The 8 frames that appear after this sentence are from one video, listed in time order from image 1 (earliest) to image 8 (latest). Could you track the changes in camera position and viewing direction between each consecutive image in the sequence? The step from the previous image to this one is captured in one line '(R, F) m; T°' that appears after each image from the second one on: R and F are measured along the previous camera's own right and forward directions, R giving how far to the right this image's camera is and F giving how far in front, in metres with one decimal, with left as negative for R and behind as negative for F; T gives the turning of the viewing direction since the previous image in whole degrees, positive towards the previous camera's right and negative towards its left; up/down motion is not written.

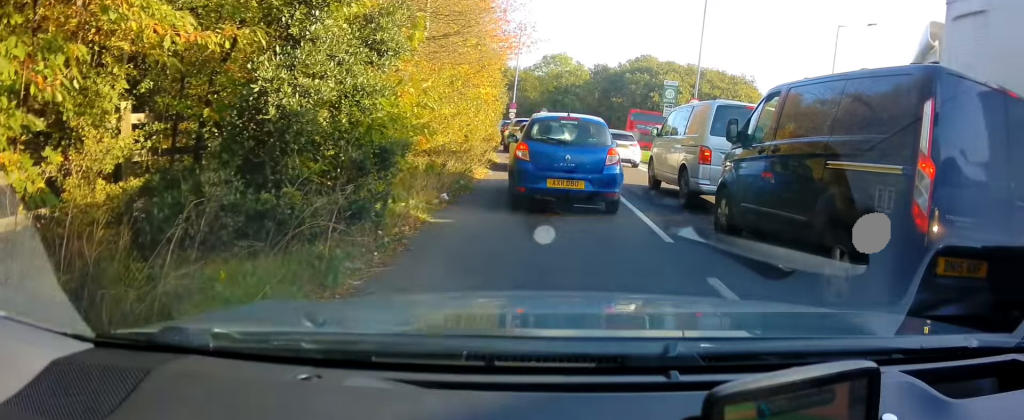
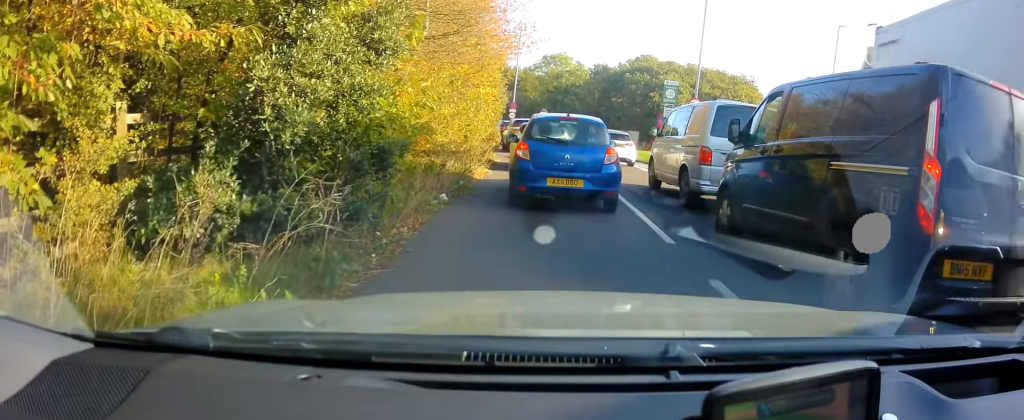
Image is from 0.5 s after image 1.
(0.0, 0.0) m; 0°
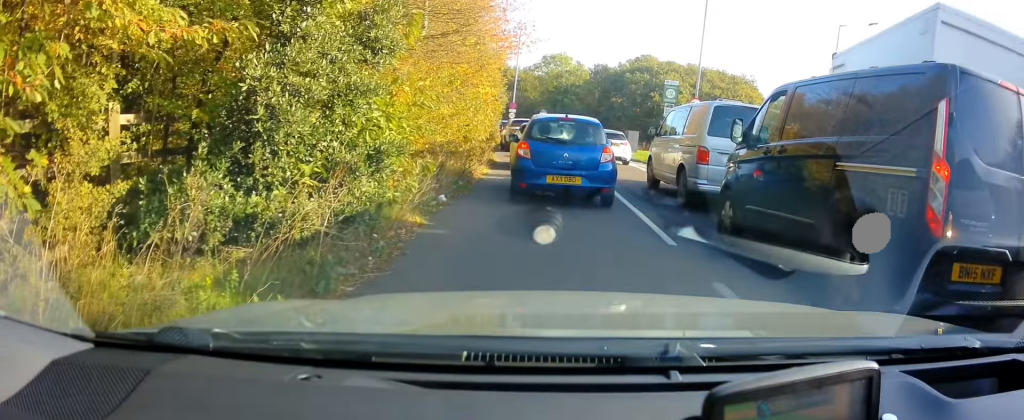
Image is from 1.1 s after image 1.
(0.0, 0.0) m; 0°
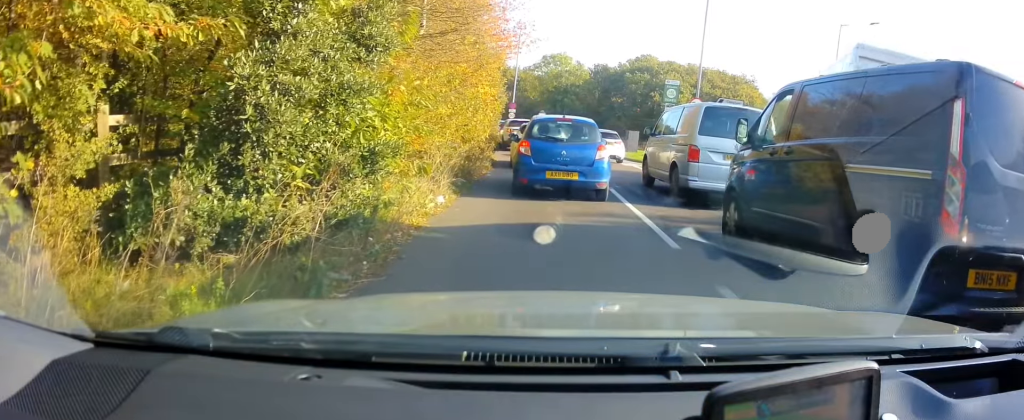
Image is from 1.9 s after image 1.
(0.0, 0.0) m; 0°
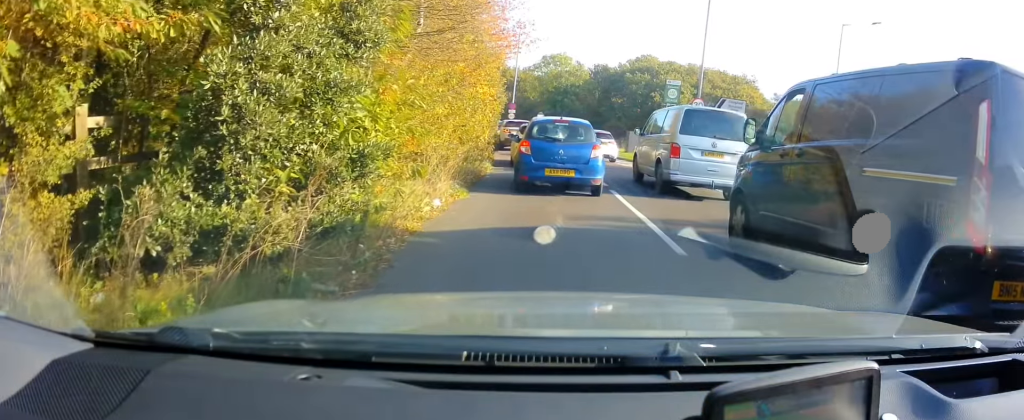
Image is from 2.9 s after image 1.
(+0.1, +0.2) m; 0°
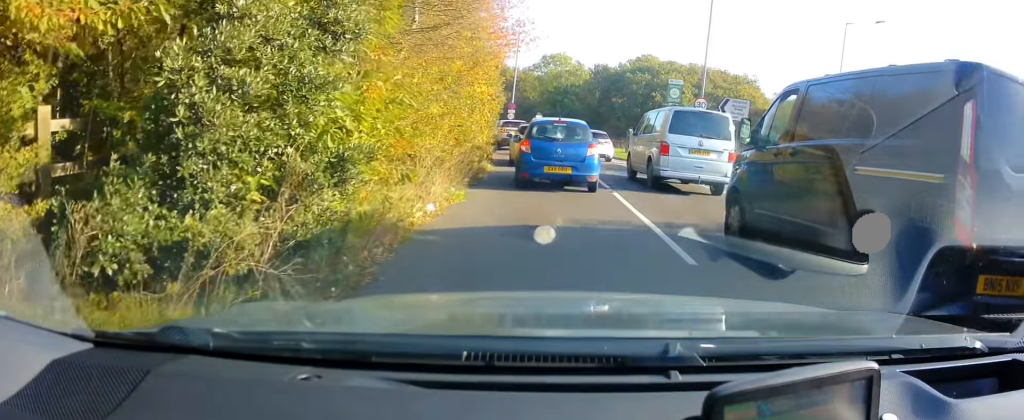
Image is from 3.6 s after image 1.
(+0.1, +0.2) m; 0°
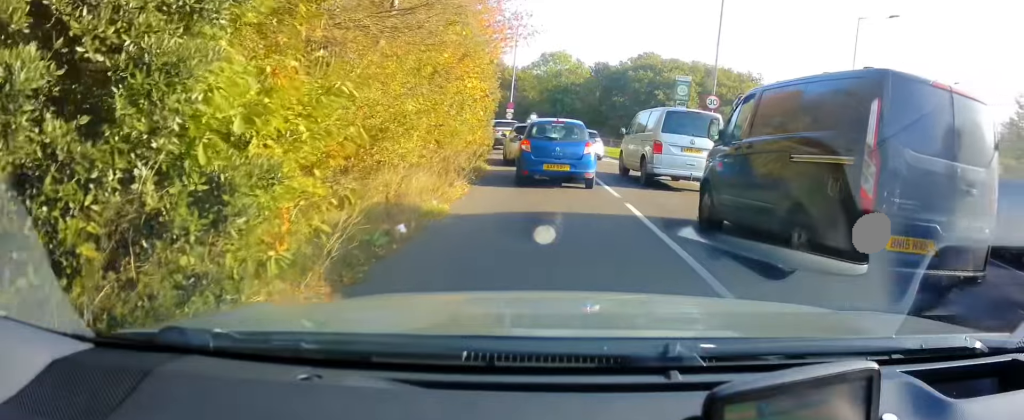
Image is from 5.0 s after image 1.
(0.0, +1.1) m; 0°
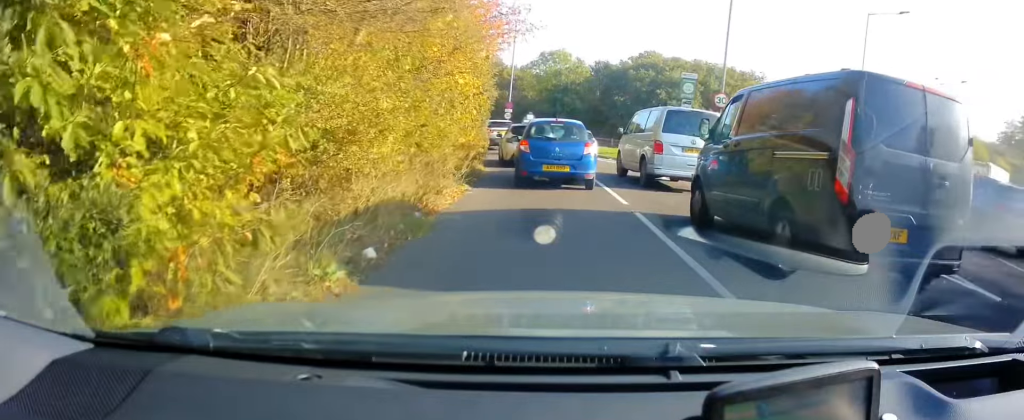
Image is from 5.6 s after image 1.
(-0.2, +0.8) m; 0°
